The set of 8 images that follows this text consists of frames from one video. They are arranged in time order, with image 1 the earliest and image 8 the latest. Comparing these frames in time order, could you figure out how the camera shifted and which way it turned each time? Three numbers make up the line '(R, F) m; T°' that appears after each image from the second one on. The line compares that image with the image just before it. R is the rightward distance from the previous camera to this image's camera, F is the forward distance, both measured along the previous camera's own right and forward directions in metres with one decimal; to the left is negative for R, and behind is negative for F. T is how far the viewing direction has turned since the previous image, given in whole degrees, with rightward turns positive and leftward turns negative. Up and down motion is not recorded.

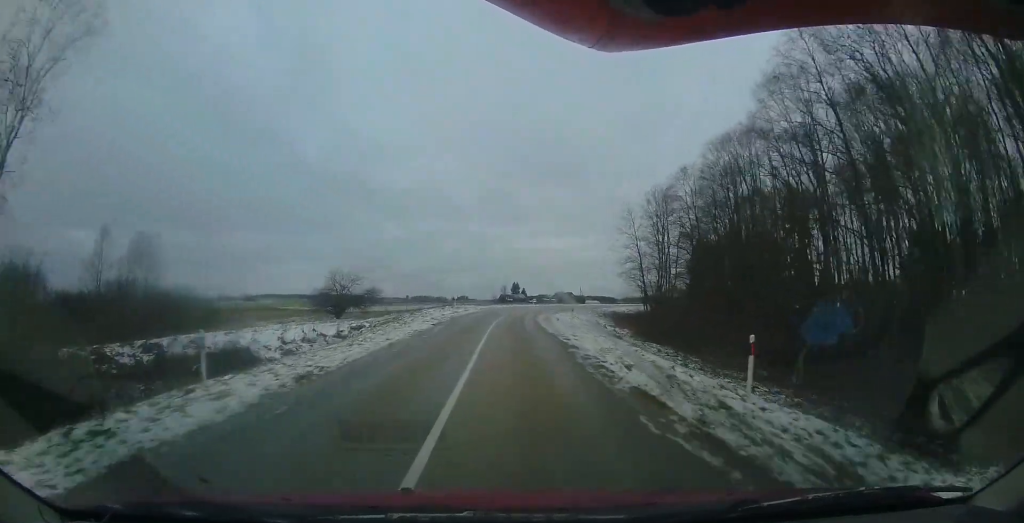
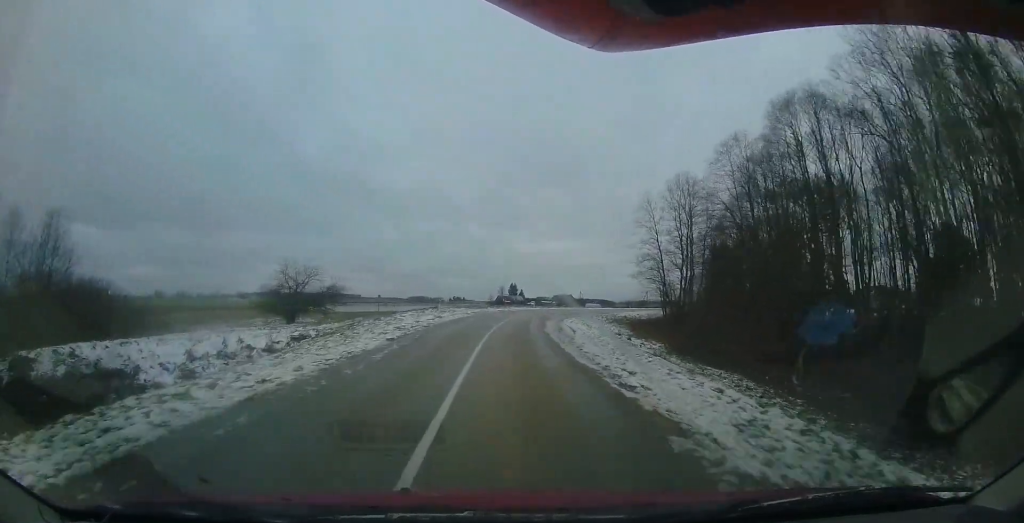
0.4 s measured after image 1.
(0.0, +7.1) m; 0°
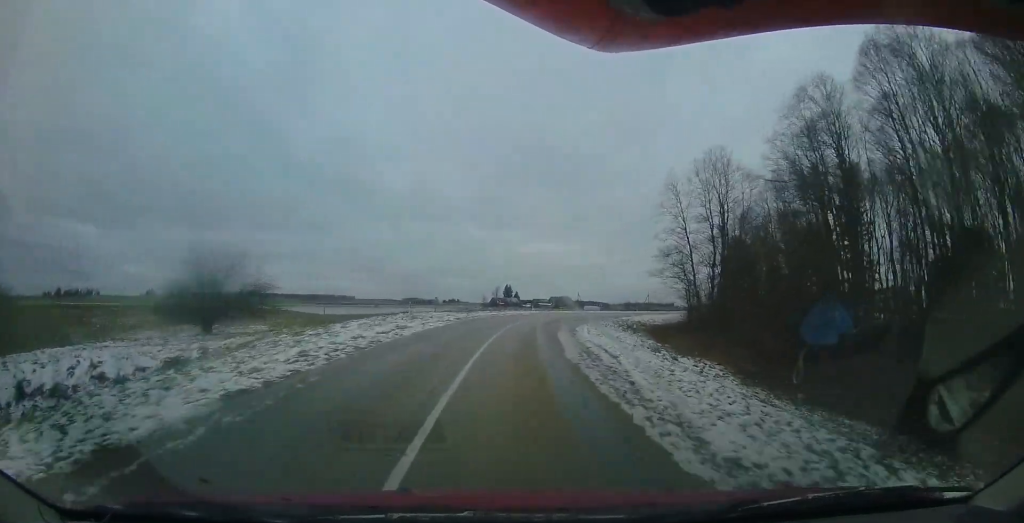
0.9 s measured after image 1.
(+0.1, +7.8) m; -1°
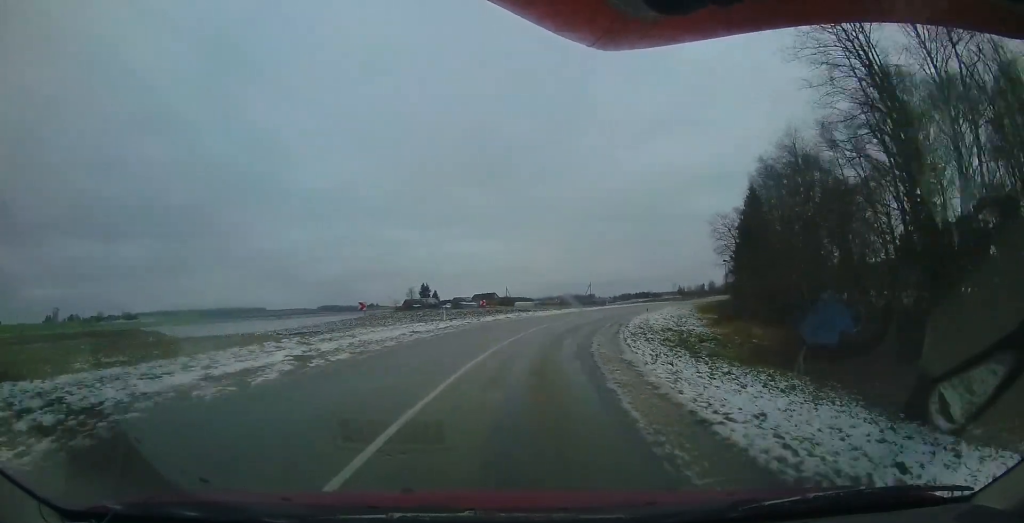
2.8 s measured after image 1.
(+0.8, +26.8) m; +8°
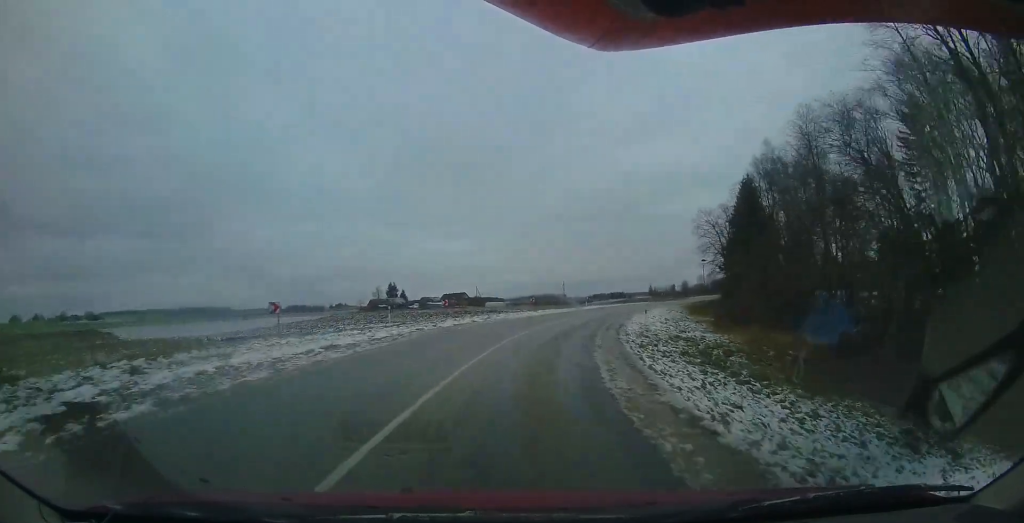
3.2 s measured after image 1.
(+0.1, +5.3) m; +3°
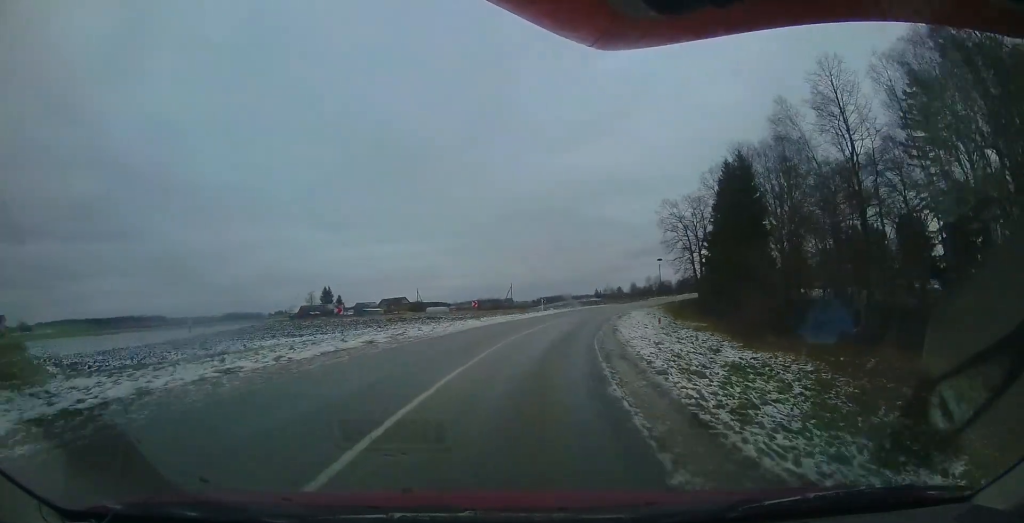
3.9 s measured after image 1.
(+0.5, +8.3) m; +5°
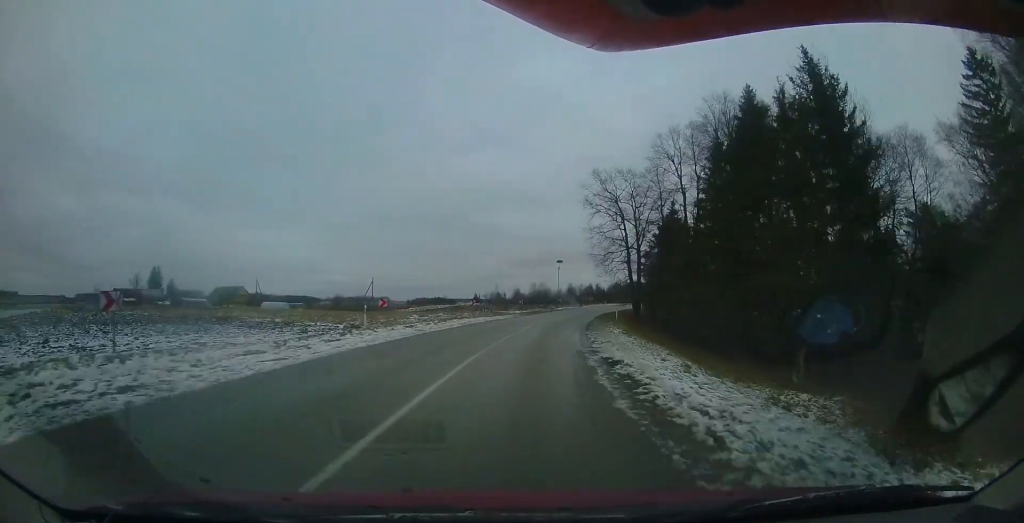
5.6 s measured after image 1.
(+2.6, +18.2) m; +20°
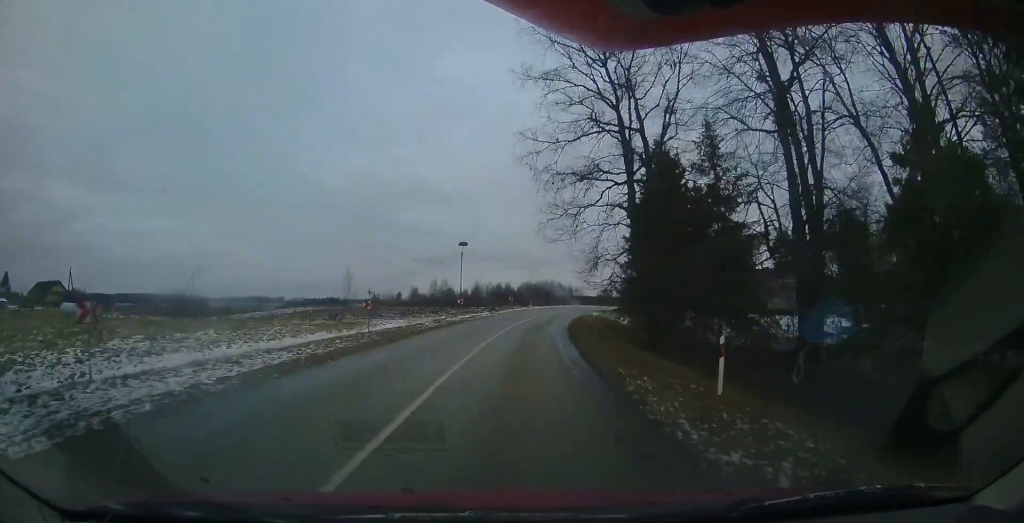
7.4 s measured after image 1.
(+4.4, +20.8) m; +21°
